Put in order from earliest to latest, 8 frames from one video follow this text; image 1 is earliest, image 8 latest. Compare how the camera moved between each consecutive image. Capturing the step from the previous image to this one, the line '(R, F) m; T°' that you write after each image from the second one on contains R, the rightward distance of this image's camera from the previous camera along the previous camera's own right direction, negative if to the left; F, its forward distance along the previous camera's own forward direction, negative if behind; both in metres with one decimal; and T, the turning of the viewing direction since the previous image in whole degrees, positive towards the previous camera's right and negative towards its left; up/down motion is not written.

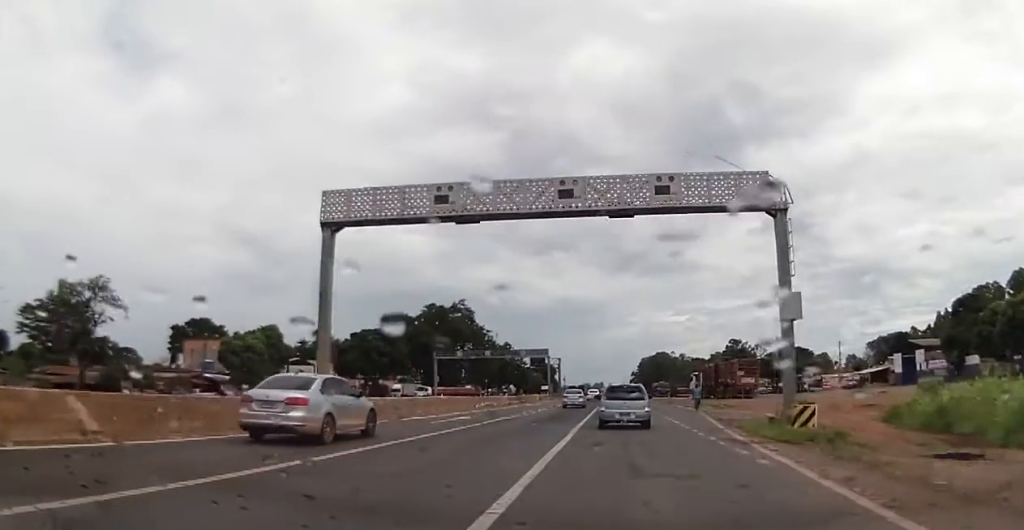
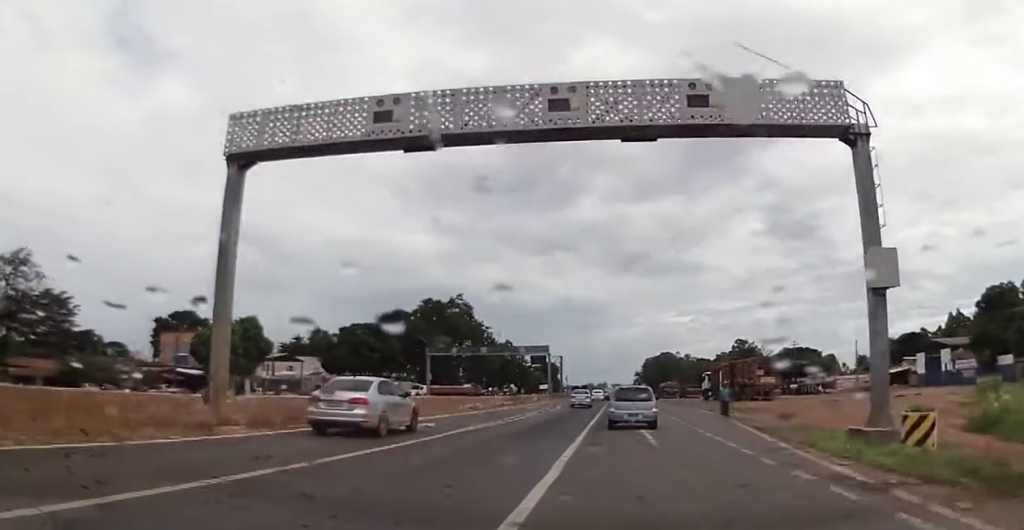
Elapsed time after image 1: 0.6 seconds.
(+0.1, +7.1) m; 0°
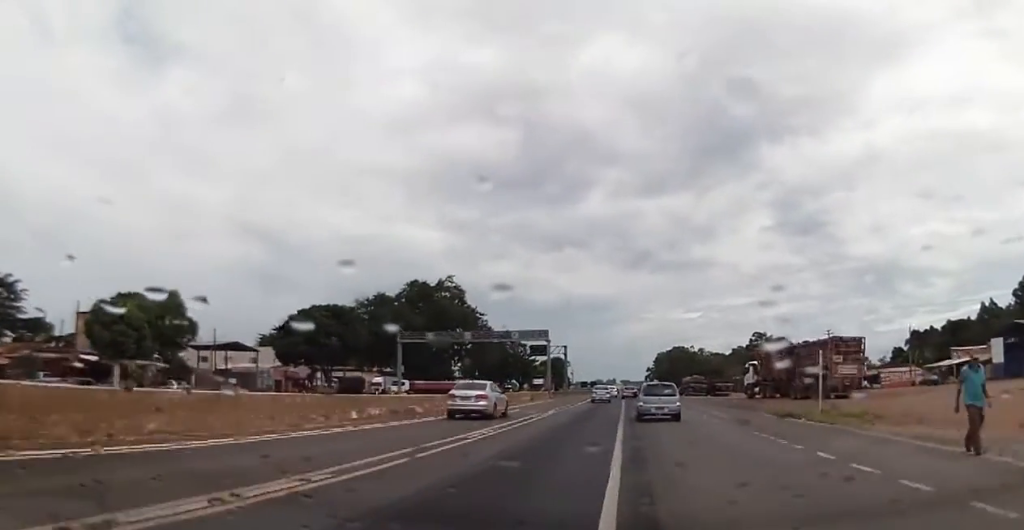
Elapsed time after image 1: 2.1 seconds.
(-0.5, +19.4) m; -1°
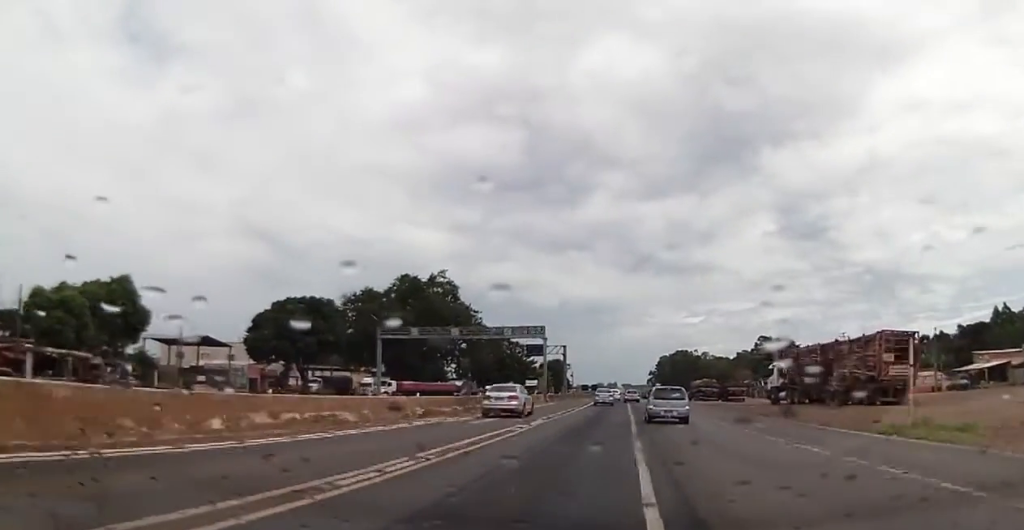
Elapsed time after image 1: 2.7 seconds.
(0.0, +8.1) m; 0°
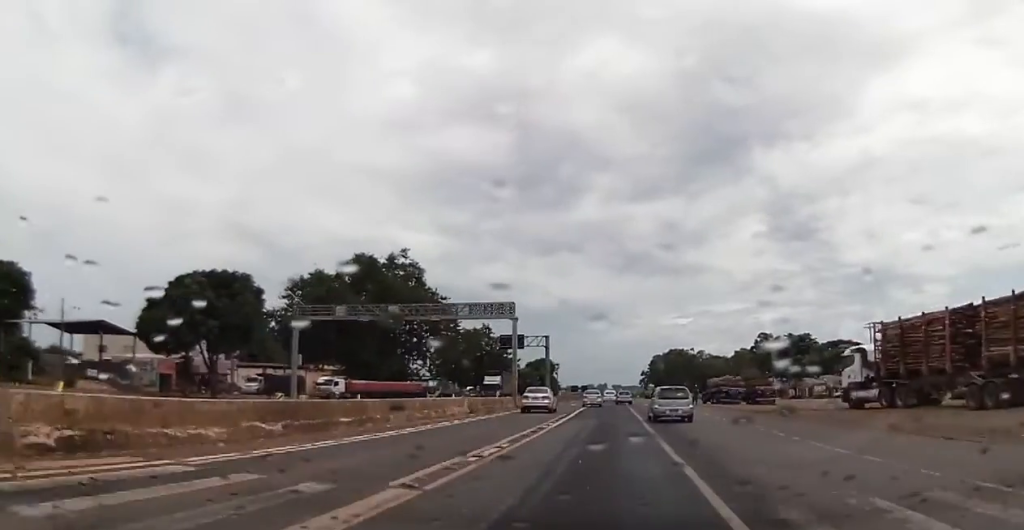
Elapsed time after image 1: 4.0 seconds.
(-0.3, +18.8) m; -1°
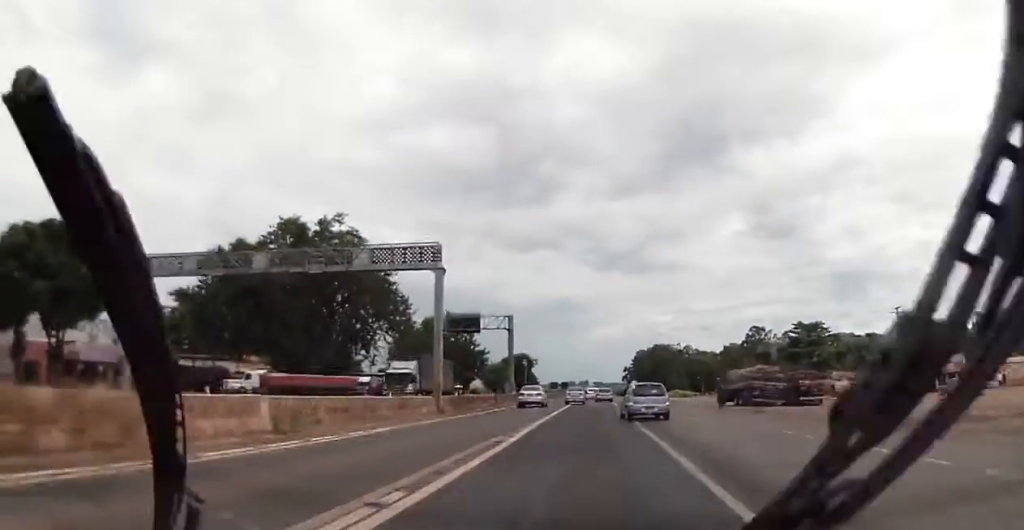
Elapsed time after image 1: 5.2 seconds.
(+0.3, +18.9) m; +2°
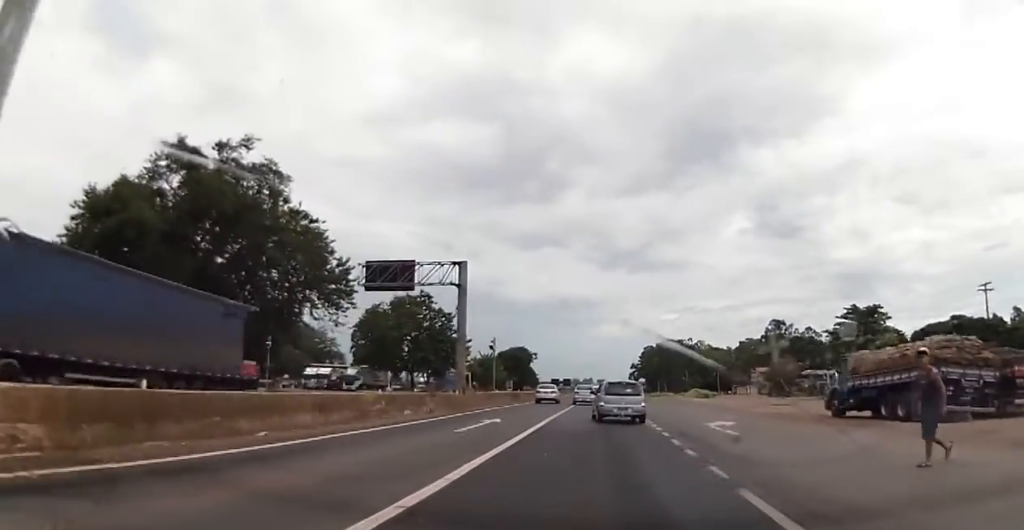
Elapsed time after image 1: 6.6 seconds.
(+0.2, +25.1) m; +1°
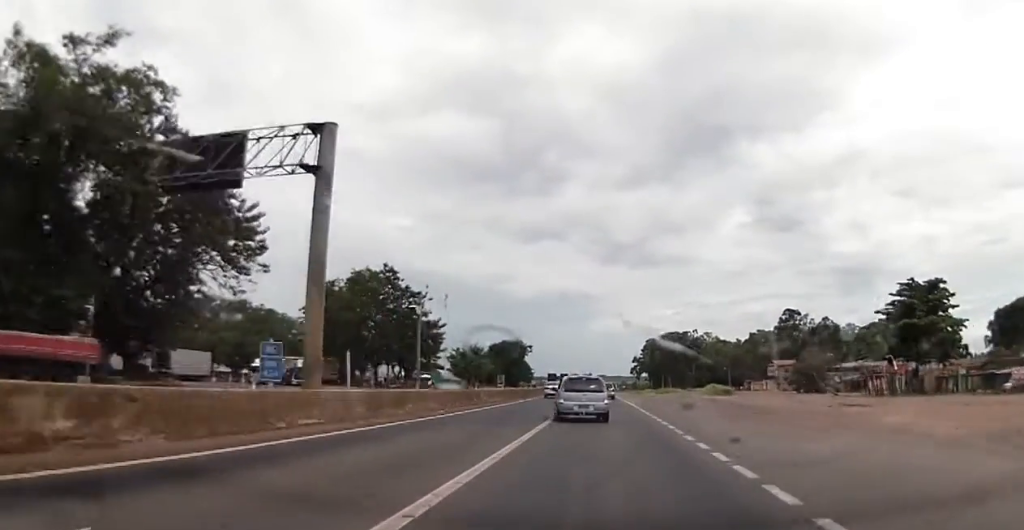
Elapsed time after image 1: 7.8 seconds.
(0.0, +20.7) m; 0°
